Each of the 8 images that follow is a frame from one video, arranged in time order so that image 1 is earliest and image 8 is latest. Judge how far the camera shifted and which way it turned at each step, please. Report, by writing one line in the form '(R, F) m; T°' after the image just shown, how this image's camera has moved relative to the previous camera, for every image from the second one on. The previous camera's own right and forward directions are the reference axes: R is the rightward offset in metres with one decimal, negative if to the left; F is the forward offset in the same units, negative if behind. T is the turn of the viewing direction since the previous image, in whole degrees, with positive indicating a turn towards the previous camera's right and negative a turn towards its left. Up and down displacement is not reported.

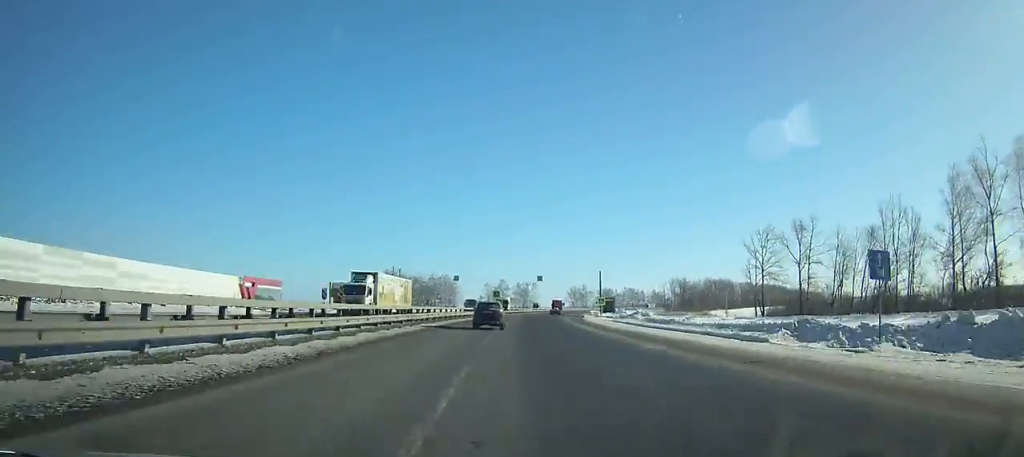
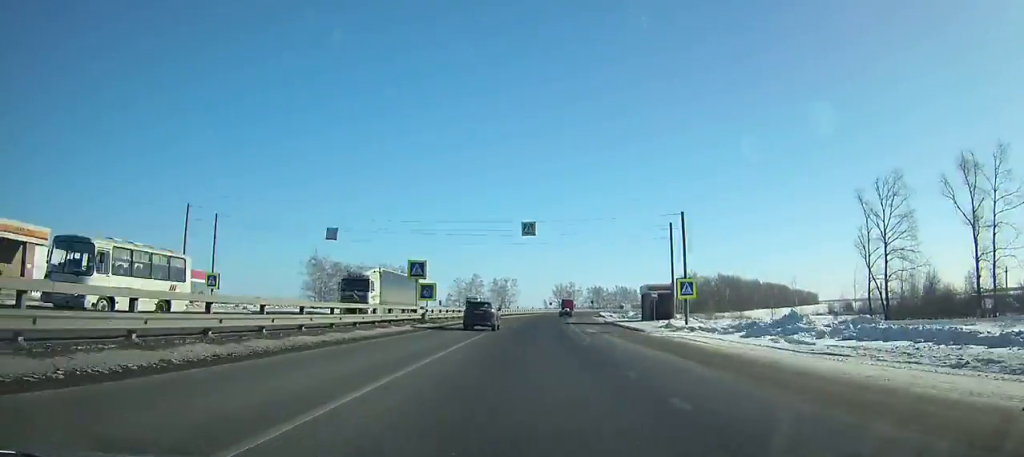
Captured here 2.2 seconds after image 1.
(+1.9, +59.4) m; +3°
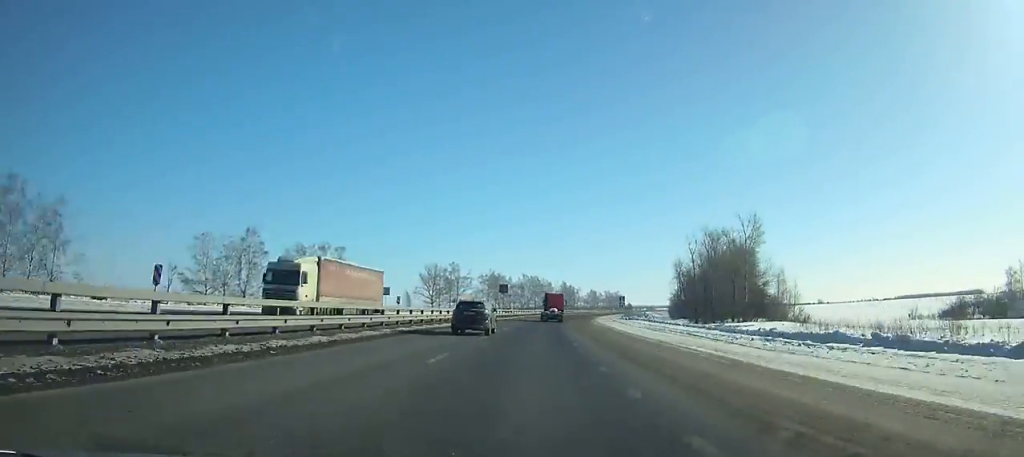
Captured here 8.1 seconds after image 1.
(+12.9, +153.1) m; +10°
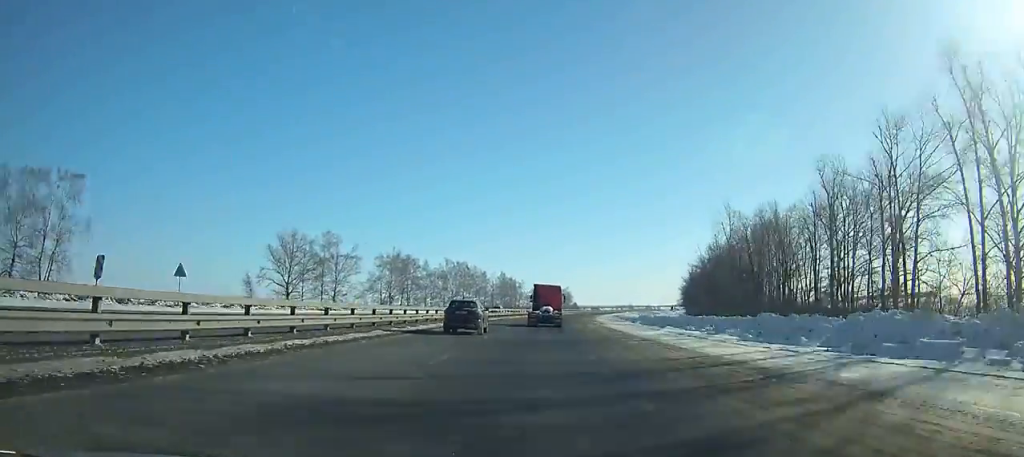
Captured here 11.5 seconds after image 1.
(+5.1, +85.7) m; +6°
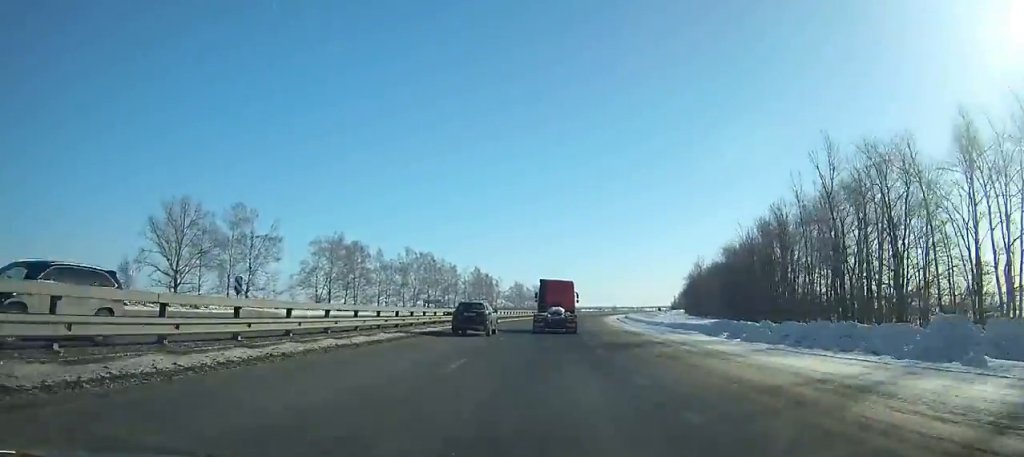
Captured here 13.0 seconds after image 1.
(+0.4, +37.5) m; +2°
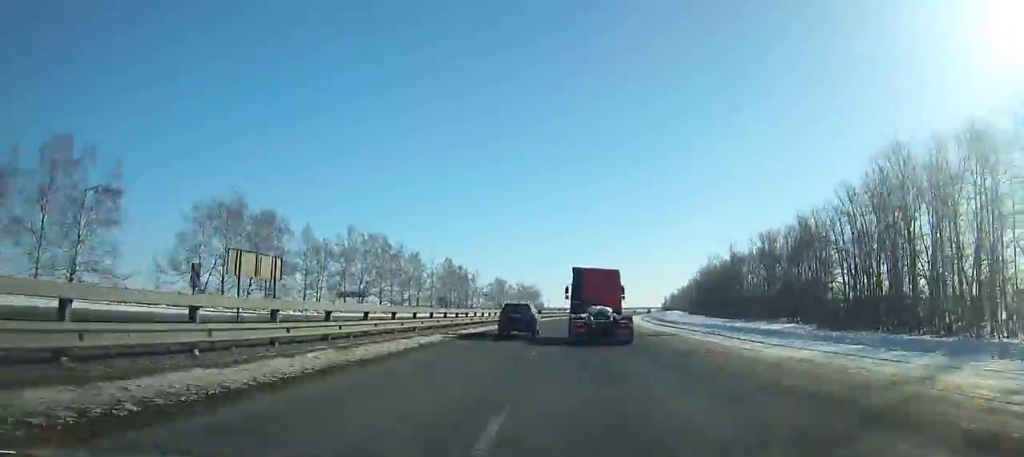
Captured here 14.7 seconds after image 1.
(+1.3, +42.5) m; +3°
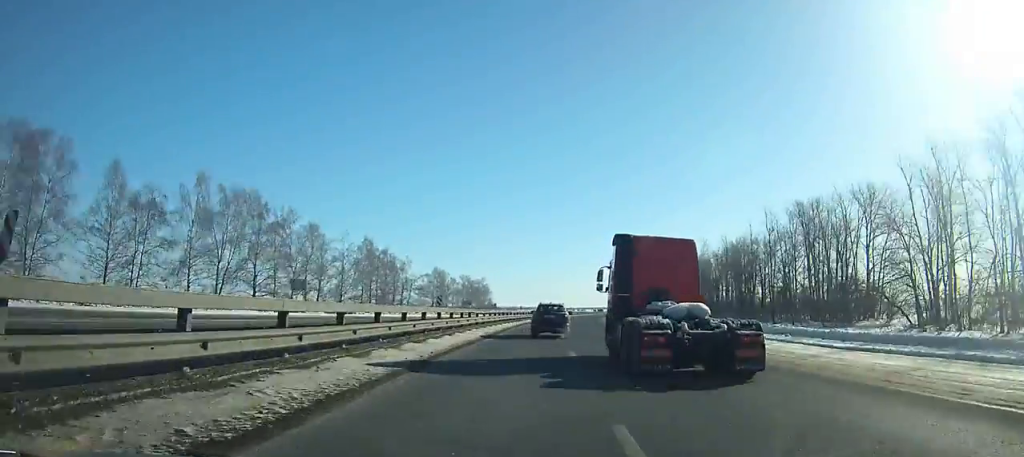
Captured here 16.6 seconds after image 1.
(+1.1, +47.4) m; +3°
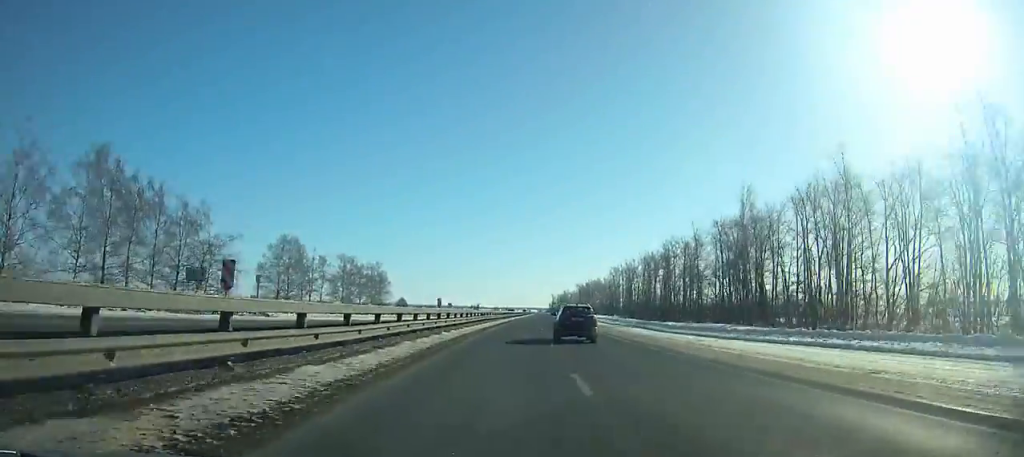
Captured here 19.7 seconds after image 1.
(+4.2, +77.5) m; +6°
